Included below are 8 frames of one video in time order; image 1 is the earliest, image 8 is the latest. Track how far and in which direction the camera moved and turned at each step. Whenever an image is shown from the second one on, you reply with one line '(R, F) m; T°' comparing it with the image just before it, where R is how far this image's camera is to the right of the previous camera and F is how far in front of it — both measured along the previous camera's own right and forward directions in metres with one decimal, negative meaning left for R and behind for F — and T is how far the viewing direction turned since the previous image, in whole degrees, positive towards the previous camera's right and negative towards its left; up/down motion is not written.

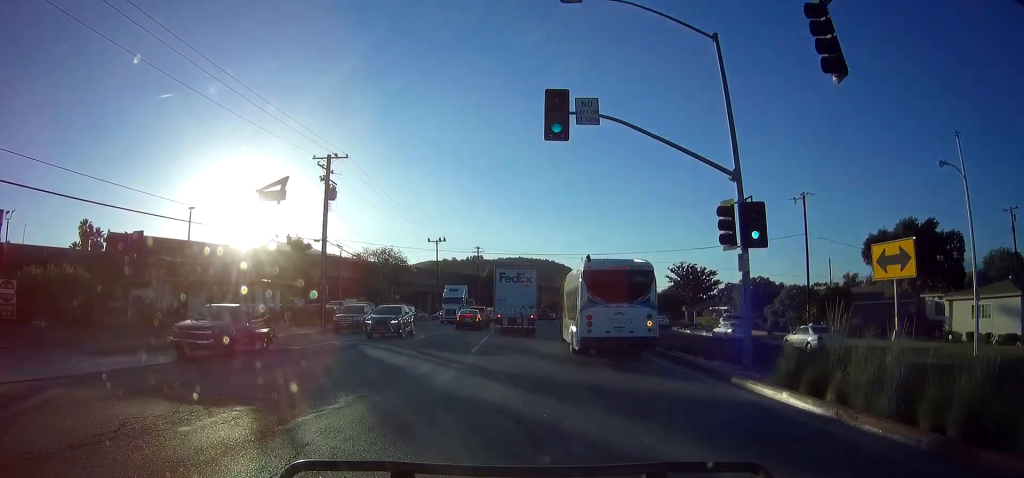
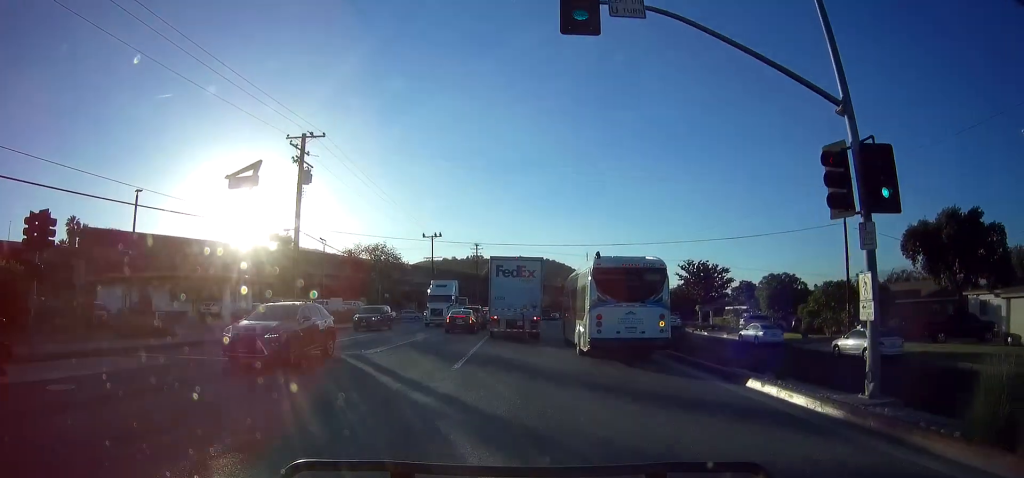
(0.0, +5.2) m; 0°
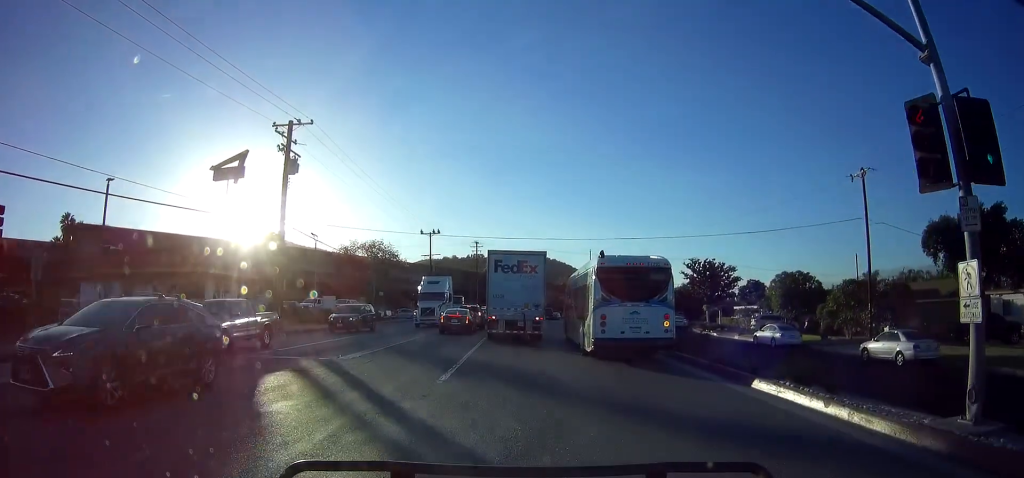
(0.0, +2.3) m; +1°
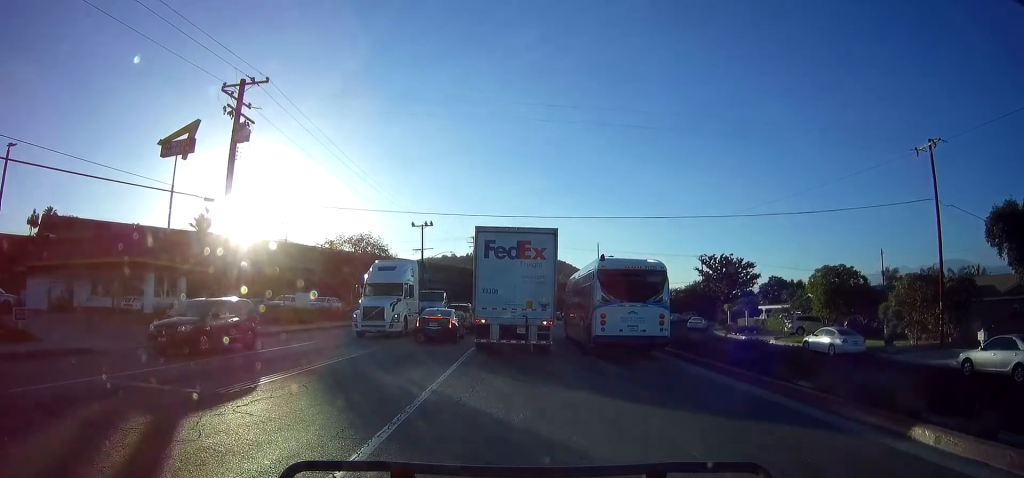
(+0.3, +6.3) m; +2°
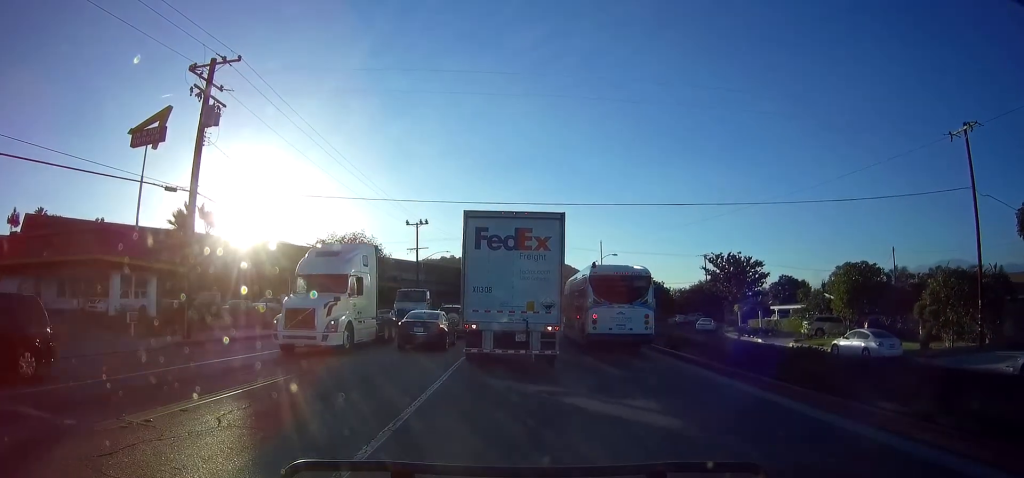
(-0.1, +2.9) m; -4°
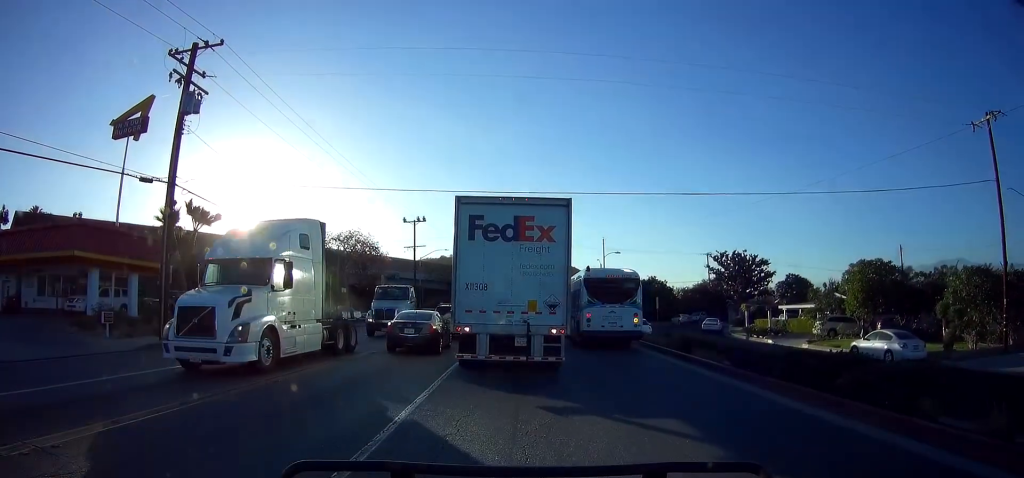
(-0.1, +1.3) m; -6°
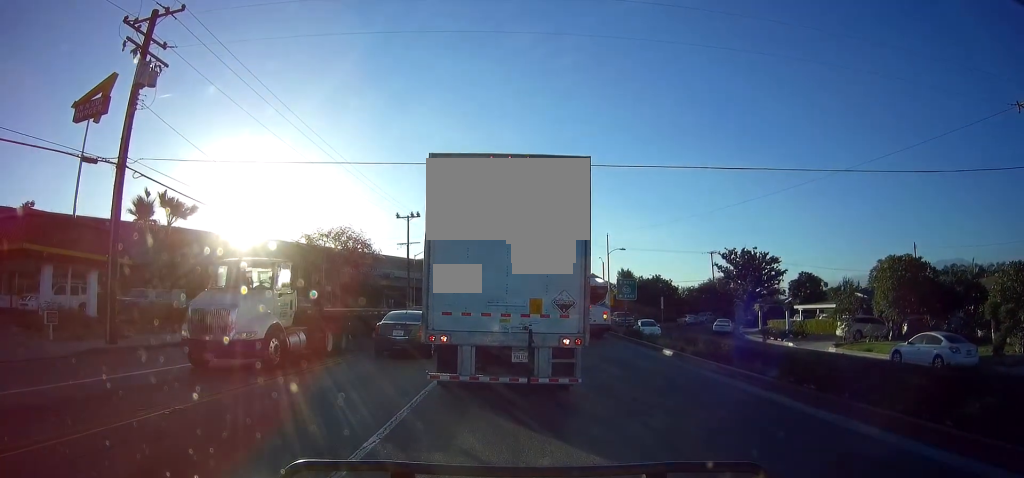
(-0.2, +2.7) m; -3°
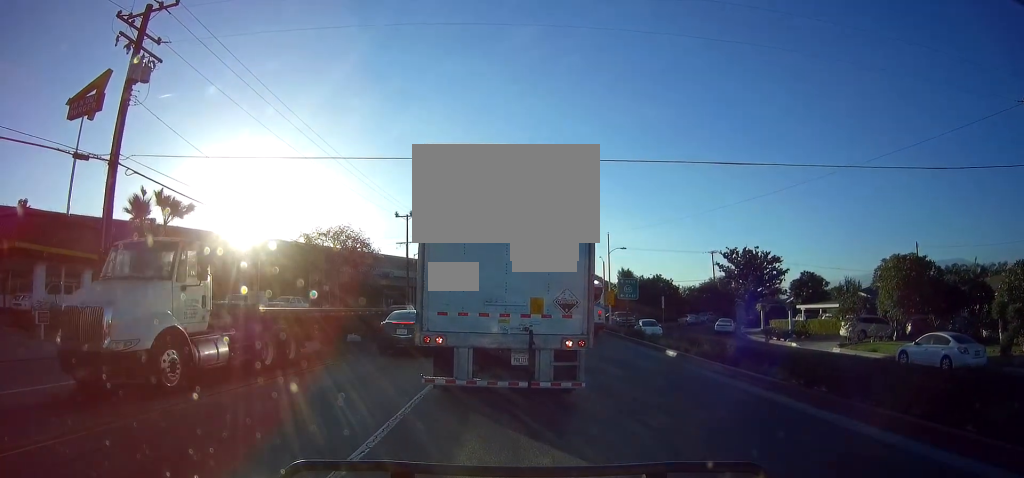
(+0.2, +0.3) m; 0°
